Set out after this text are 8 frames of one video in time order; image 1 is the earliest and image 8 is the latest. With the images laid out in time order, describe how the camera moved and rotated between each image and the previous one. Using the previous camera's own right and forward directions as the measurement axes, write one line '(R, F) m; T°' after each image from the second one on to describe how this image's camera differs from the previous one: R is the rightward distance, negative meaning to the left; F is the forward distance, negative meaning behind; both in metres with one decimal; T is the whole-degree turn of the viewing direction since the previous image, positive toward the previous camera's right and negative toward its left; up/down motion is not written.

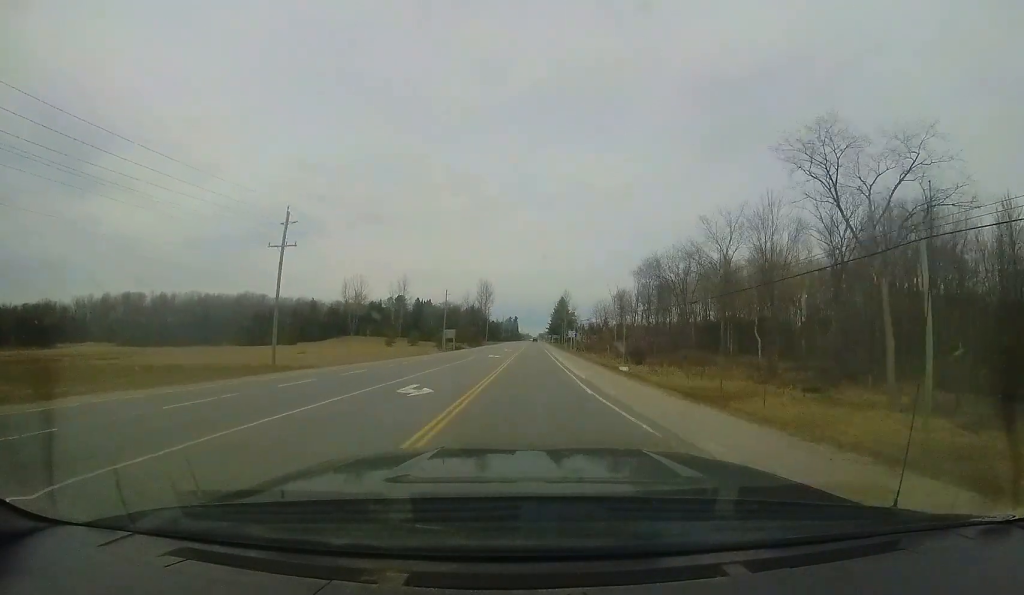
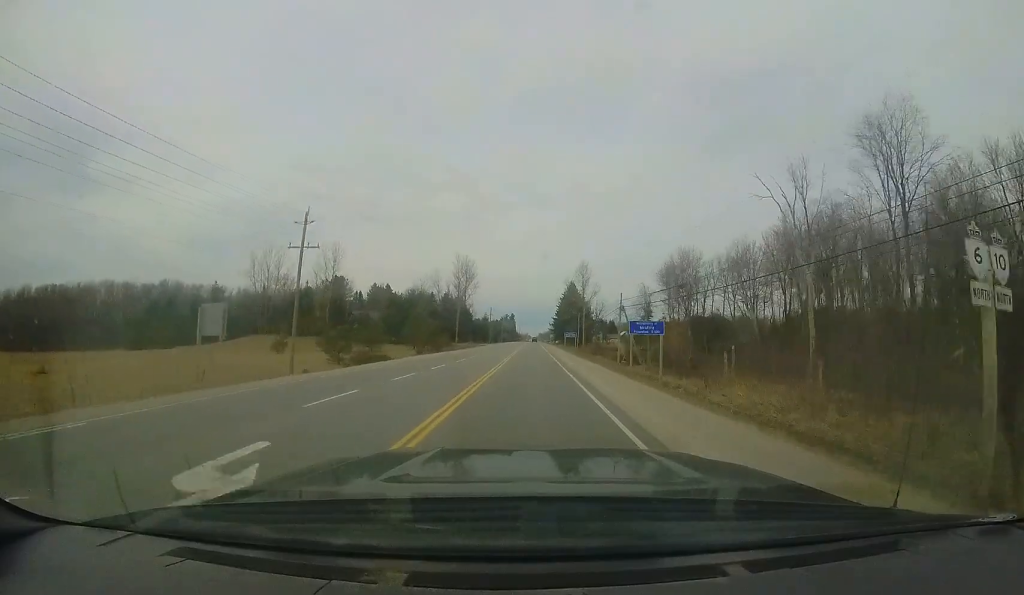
(0.0, +52.4) m; 0°
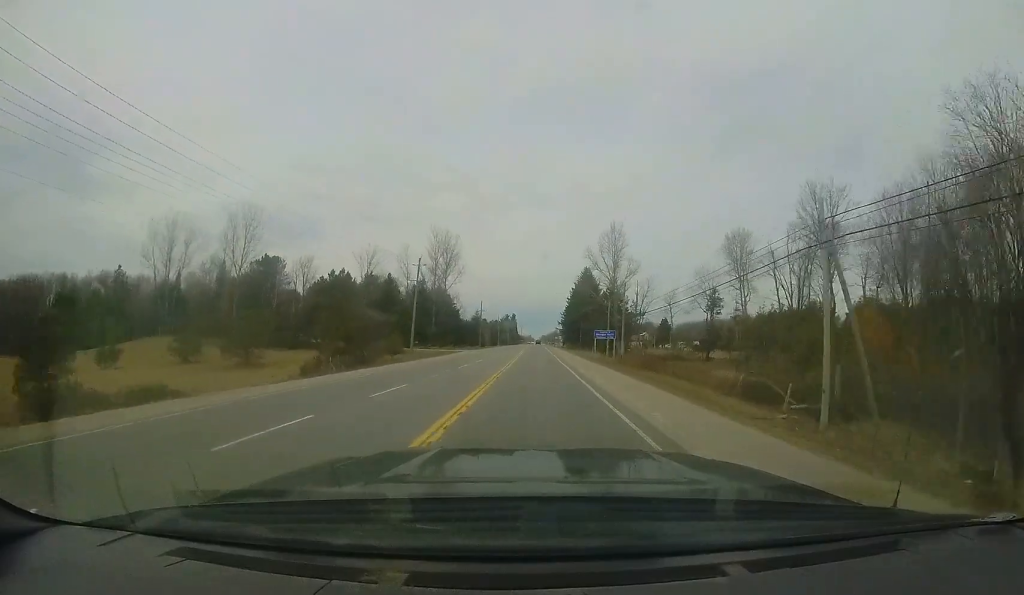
(0.0, +33.3) m; +1°
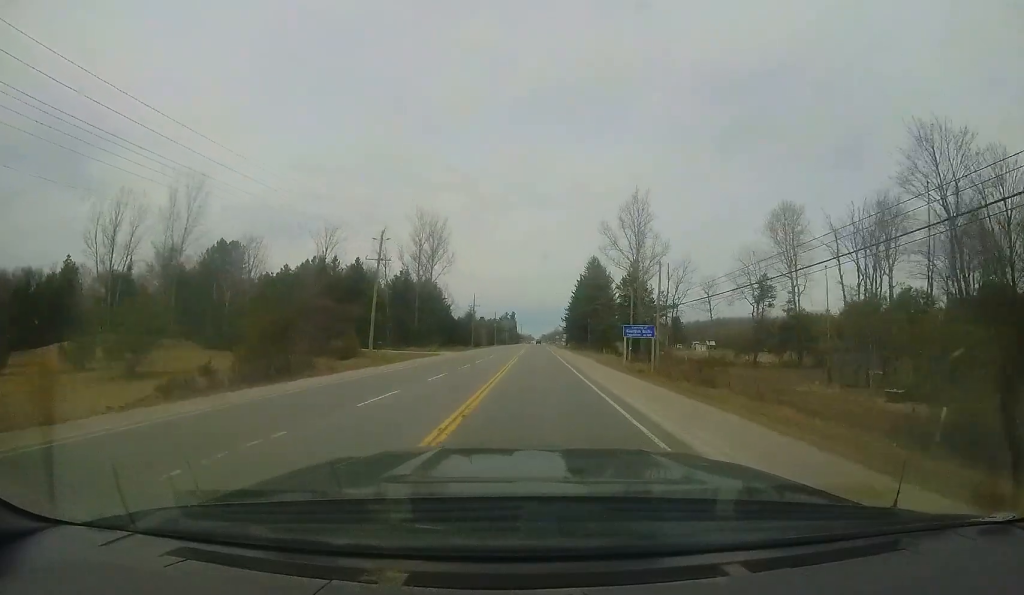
(+0.2, +13.5) m; 0°
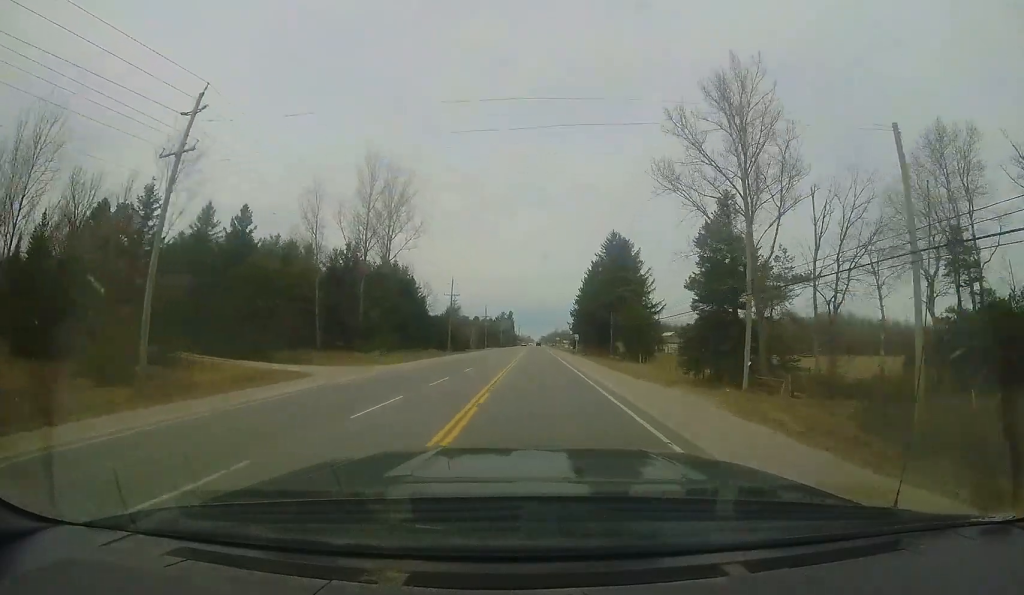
(0.0, +25.1) m; -1°
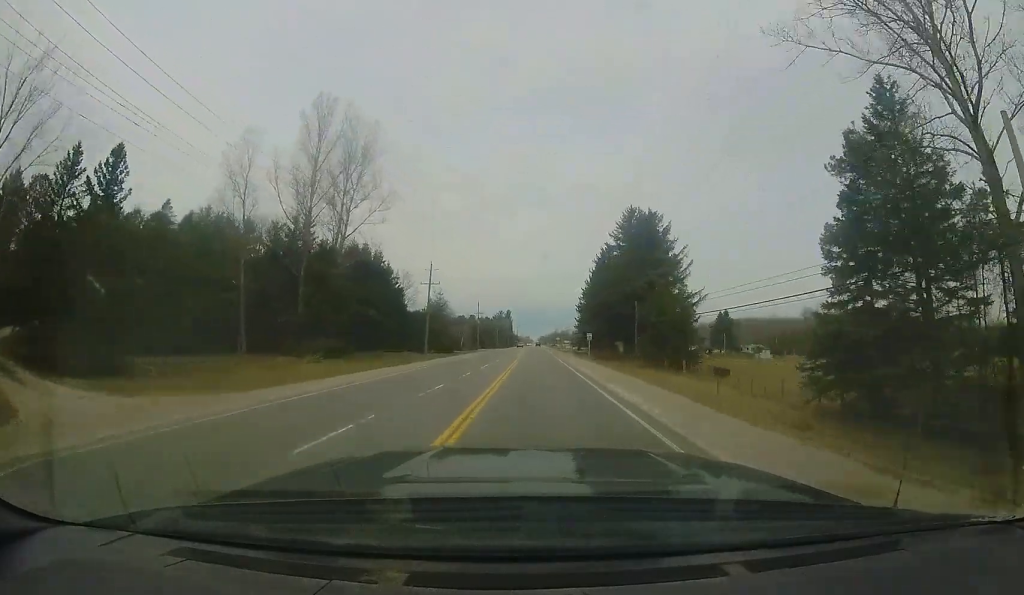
(0.0, +14.4) m; -1°
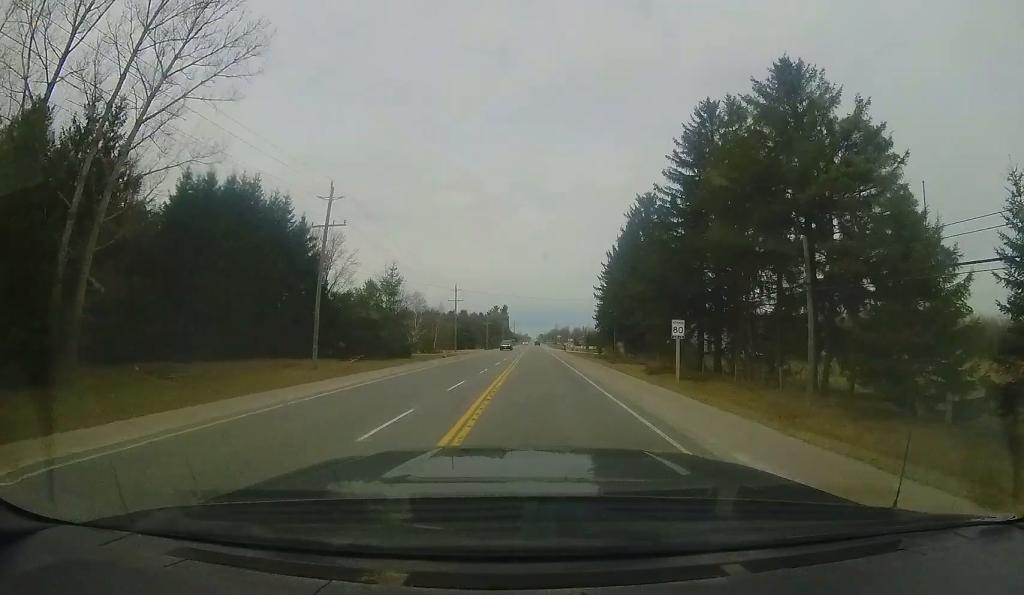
(-0.4, +28.6) m; 0°
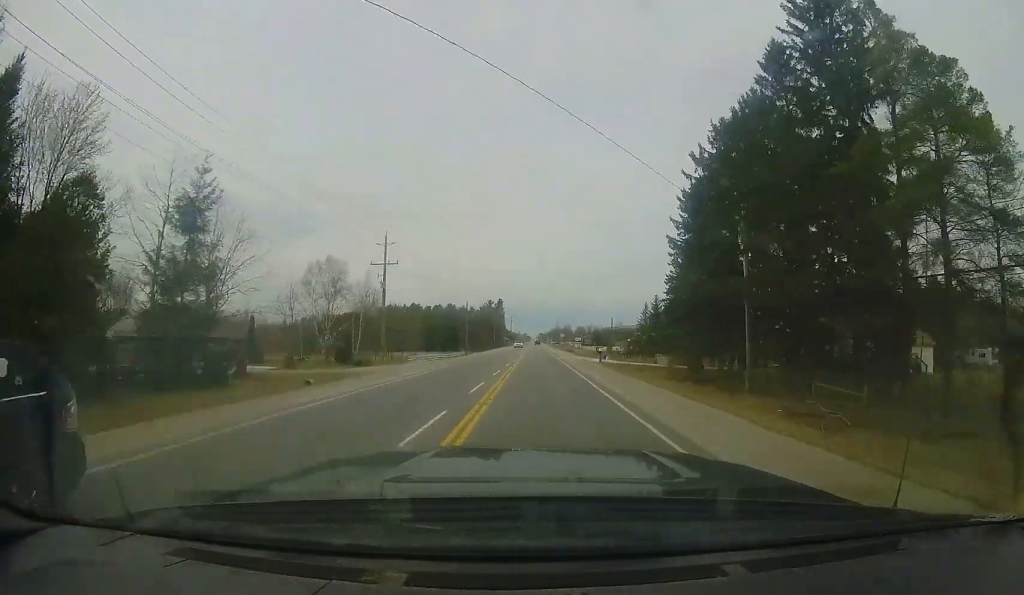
(+0.8, +35.6) m; +2°
